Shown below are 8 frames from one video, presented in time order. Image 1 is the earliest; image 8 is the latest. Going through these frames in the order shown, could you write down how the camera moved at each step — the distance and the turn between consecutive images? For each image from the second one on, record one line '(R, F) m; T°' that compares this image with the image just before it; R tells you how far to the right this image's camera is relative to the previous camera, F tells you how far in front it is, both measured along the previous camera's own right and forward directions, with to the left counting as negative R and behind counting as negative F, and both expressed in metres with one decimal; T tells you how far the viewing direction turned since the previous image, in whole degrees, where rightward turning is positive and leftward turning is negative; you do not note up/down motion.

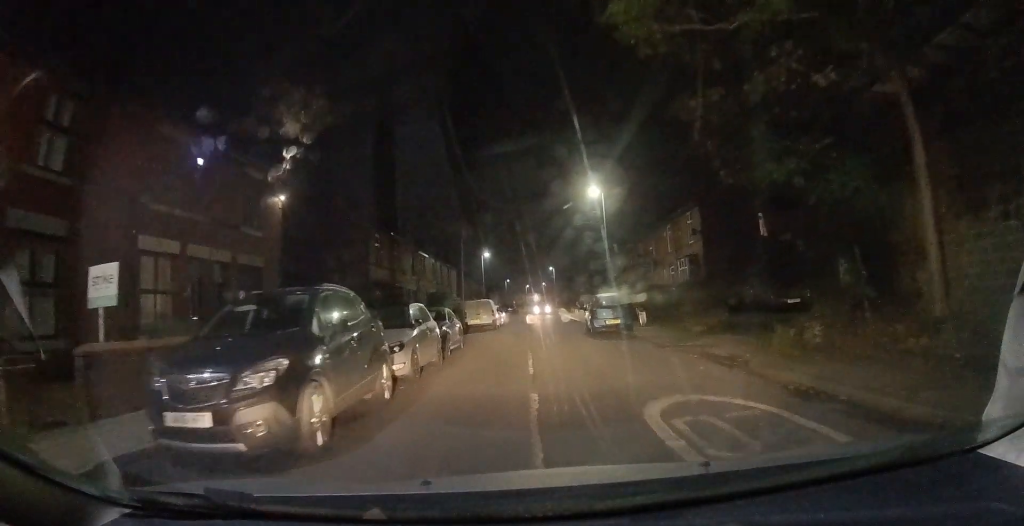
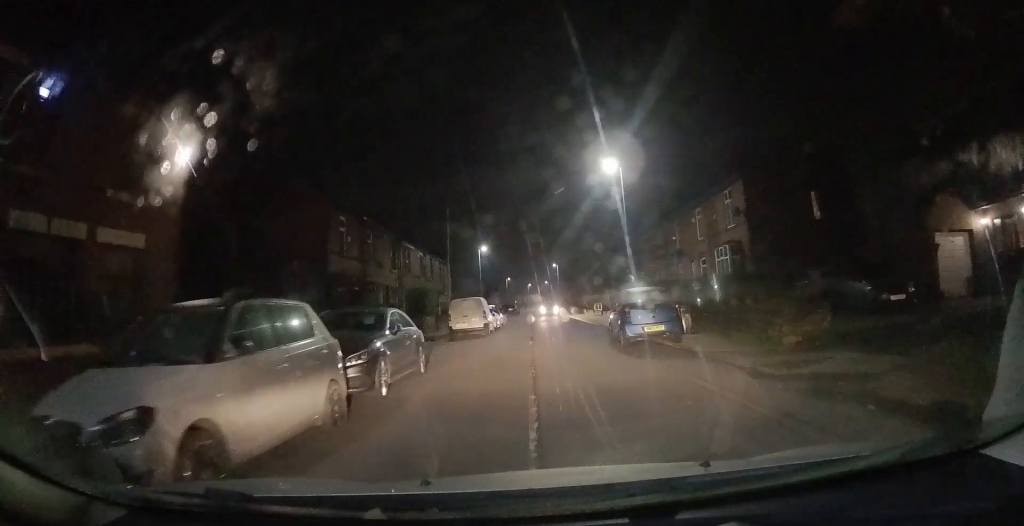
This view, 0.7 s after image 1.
(+0.1, +6.6) m; +1°
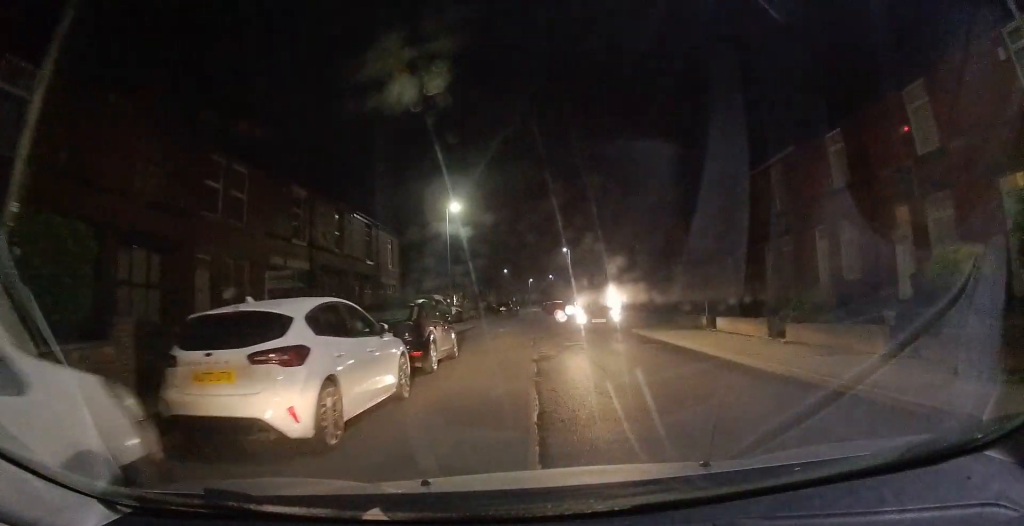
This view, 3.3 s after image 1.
(-0.4, +25.2) m; -3°
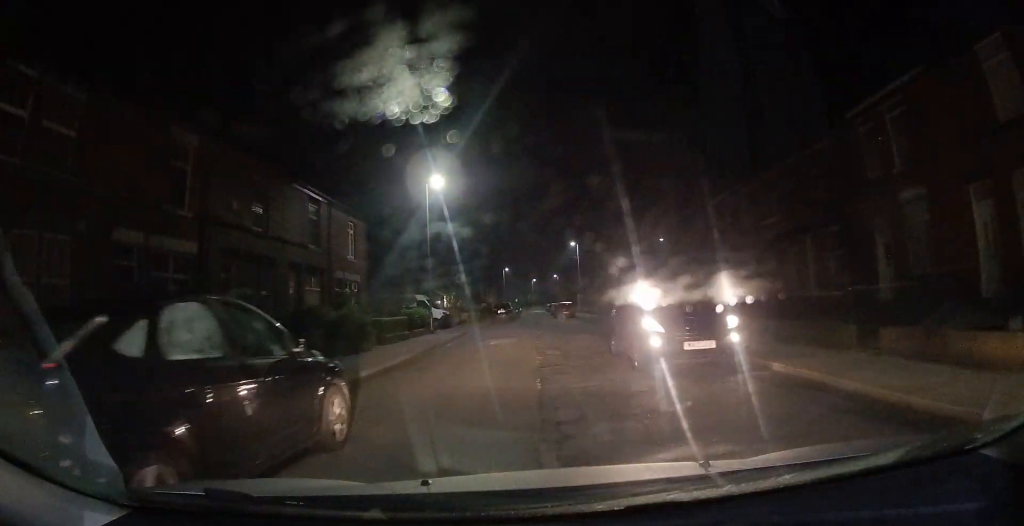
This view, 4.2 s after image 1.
(0.0, +8.2) m; 0°
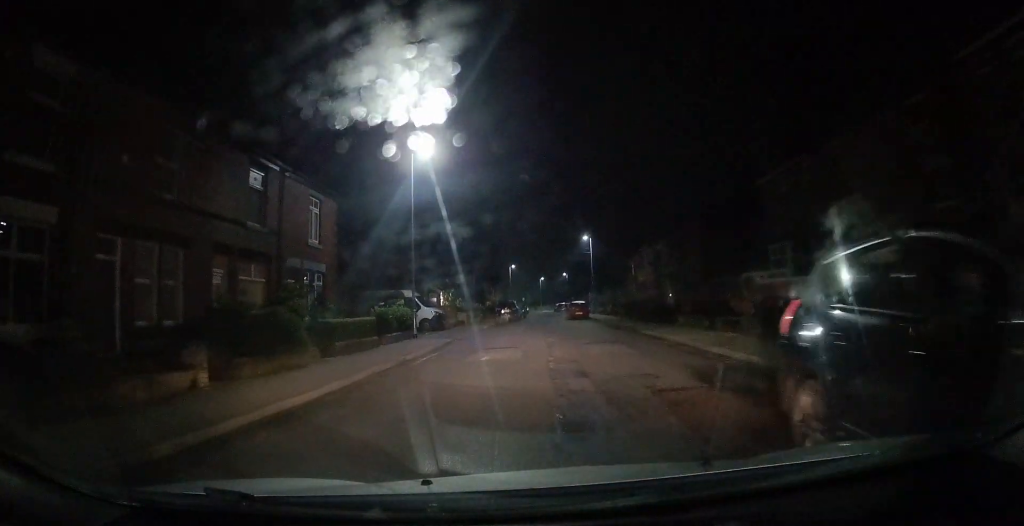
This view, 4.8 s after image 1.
(0.0, +5.7) m; 0°
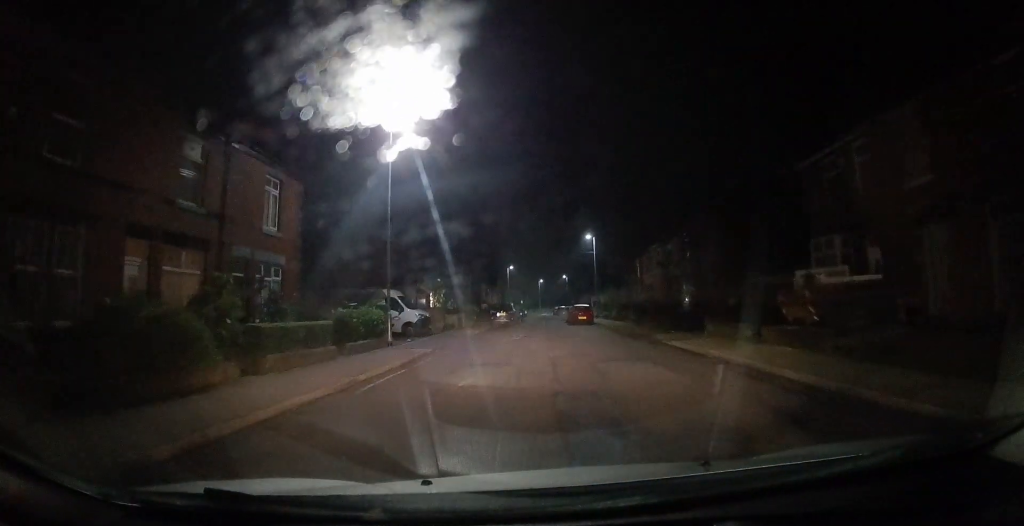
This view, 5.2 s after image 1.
(0.0, +3.8) m; 0°
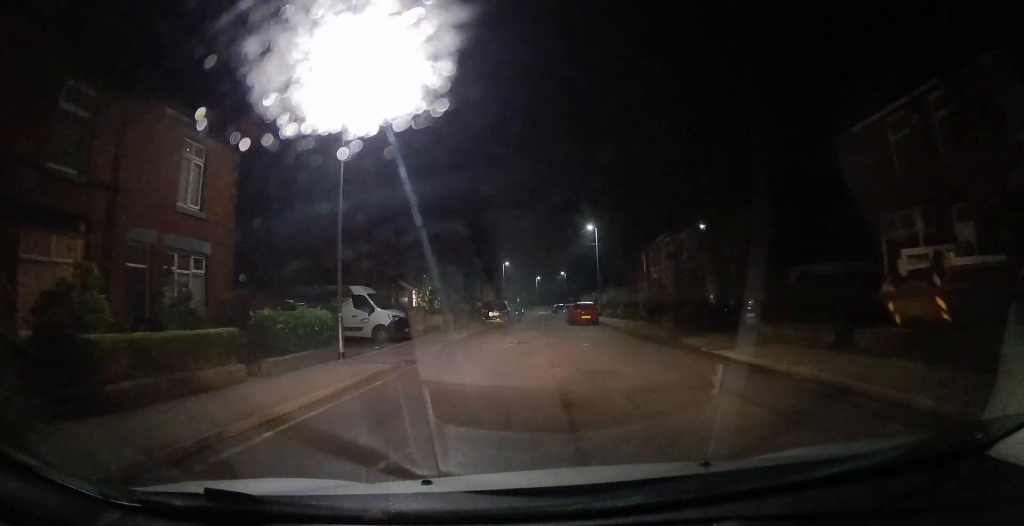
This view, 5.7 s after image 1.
(0.0, +4.7) m; +1°
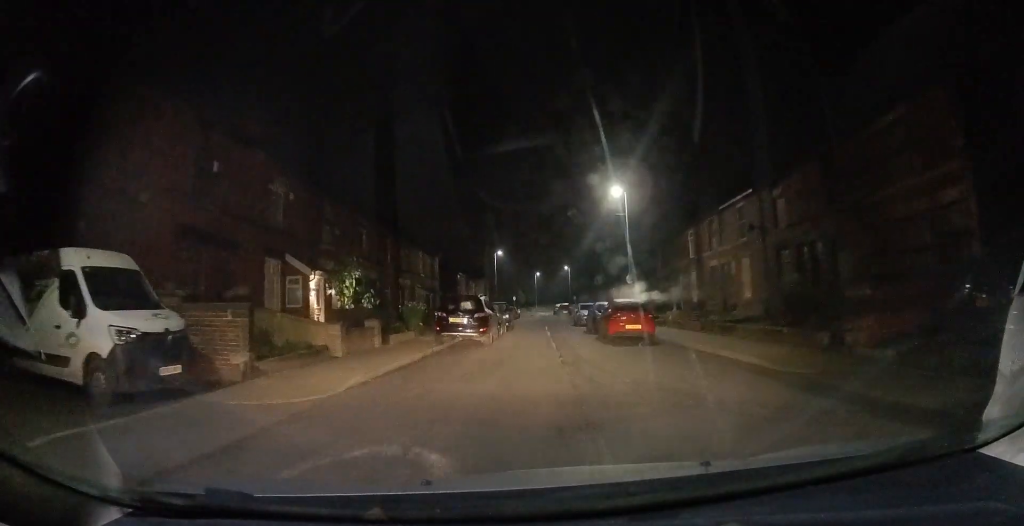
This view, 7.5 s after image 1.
(+0.5, +16.6) m; +2°
